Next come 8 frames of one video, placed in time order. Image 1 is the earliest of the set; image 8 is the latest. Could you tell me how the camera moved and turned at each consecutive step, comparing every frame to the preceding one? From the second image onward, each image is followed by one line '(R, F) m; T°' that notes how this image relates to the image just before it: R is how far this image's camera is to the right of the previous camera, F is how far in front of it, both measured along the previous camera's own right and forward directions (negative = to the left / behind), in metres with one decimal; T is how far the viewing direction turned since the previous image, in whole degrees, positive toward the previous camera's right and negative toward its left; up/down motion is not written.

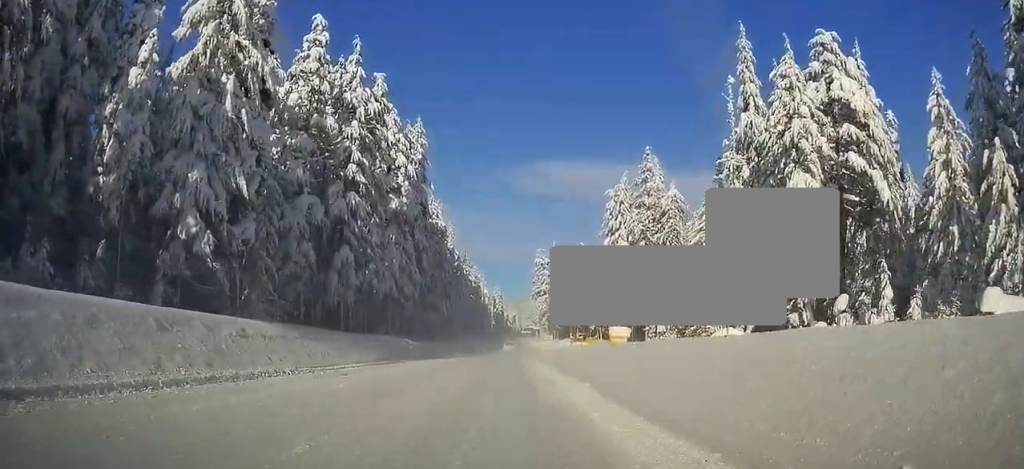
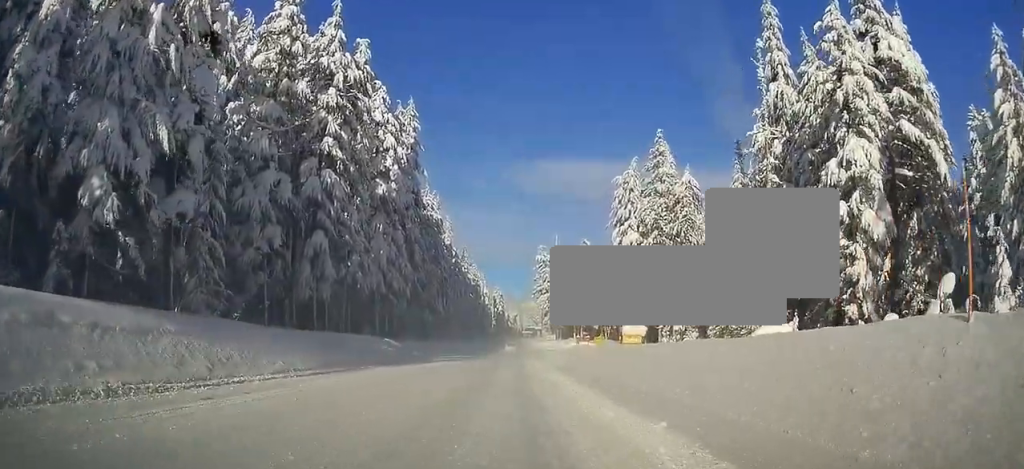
(-0.4, +9.1) m; 0°
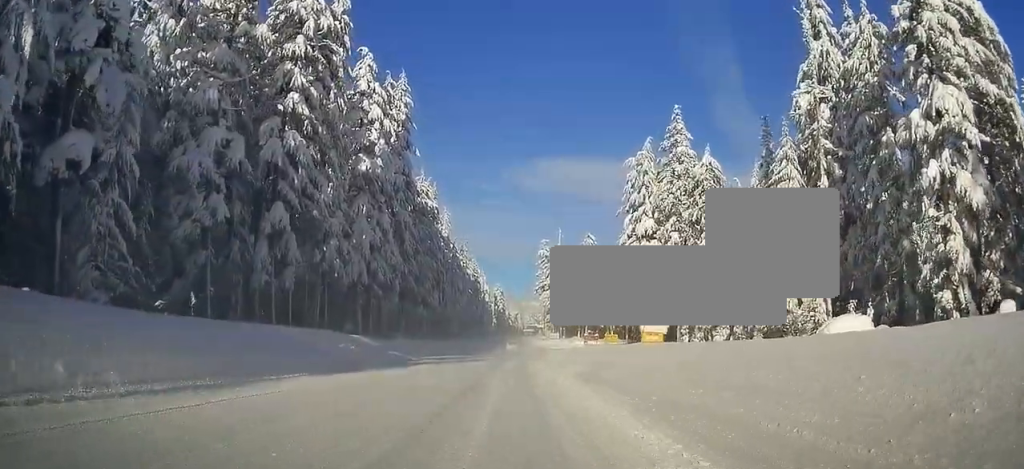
(+0.5, +10.2) m; +2°
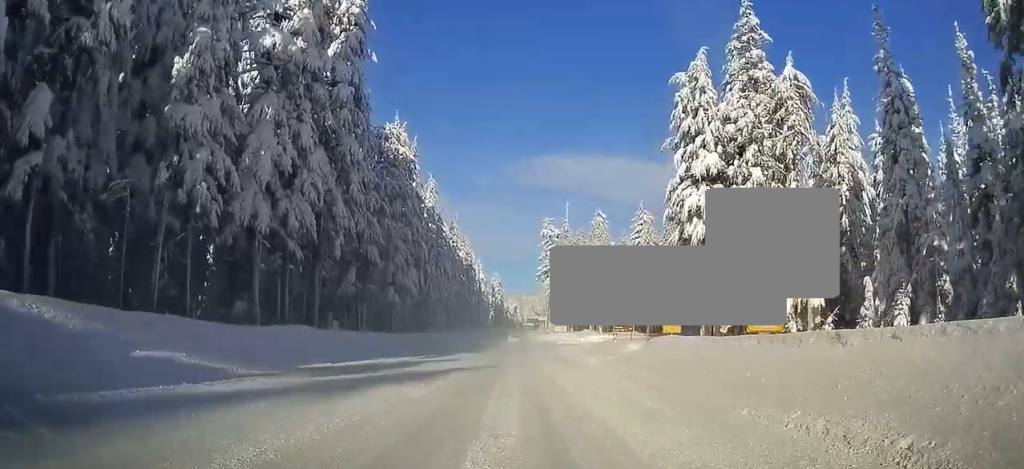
(+0.4, +30.1) m; +1°
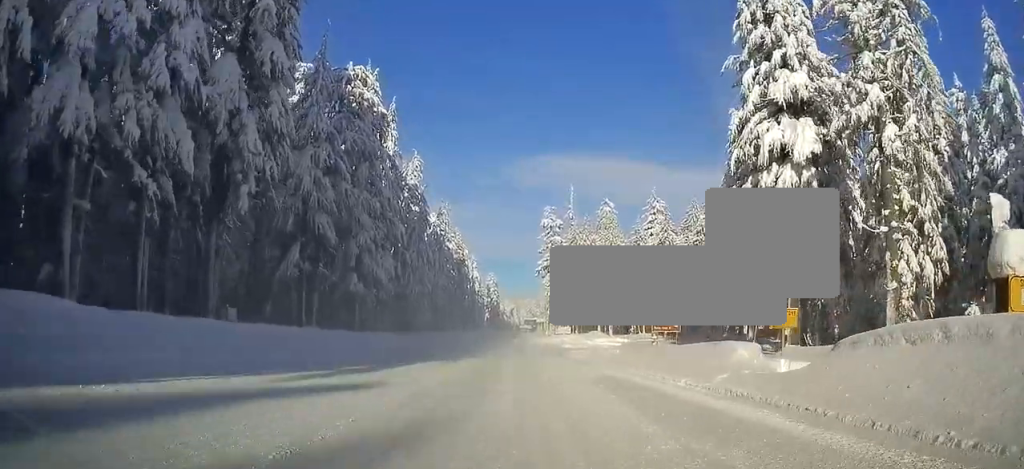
(0.0, +21.0) m; -1°
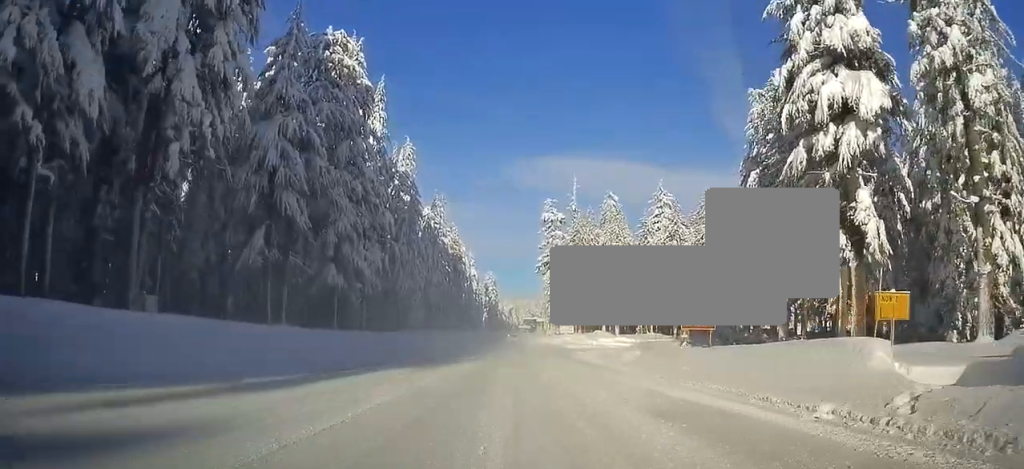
(-0.2, +9.1) m; -1°
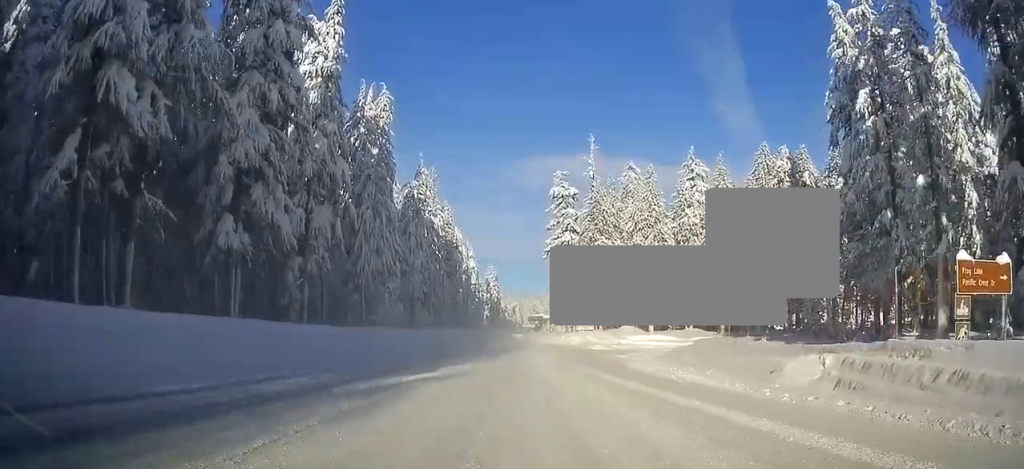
(-0.2, +27.5) m; +1°
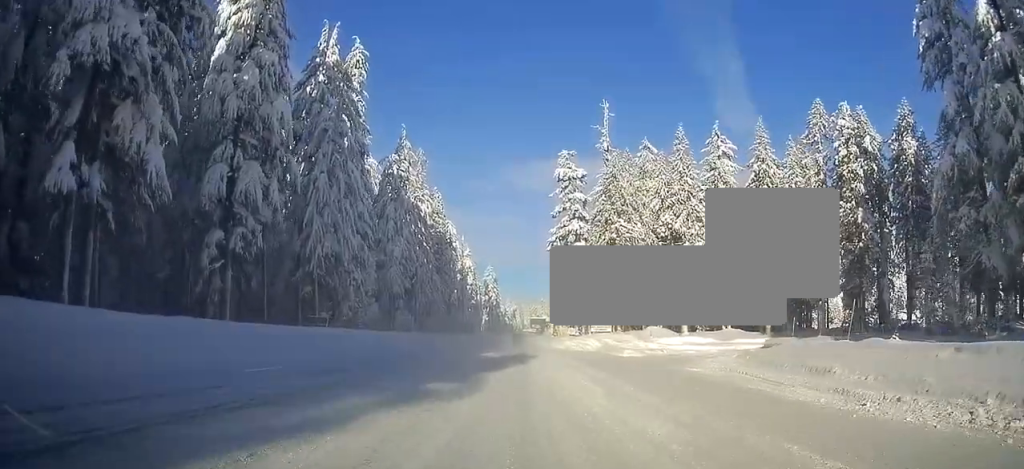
(+0.3, +18.9) m; +1°
